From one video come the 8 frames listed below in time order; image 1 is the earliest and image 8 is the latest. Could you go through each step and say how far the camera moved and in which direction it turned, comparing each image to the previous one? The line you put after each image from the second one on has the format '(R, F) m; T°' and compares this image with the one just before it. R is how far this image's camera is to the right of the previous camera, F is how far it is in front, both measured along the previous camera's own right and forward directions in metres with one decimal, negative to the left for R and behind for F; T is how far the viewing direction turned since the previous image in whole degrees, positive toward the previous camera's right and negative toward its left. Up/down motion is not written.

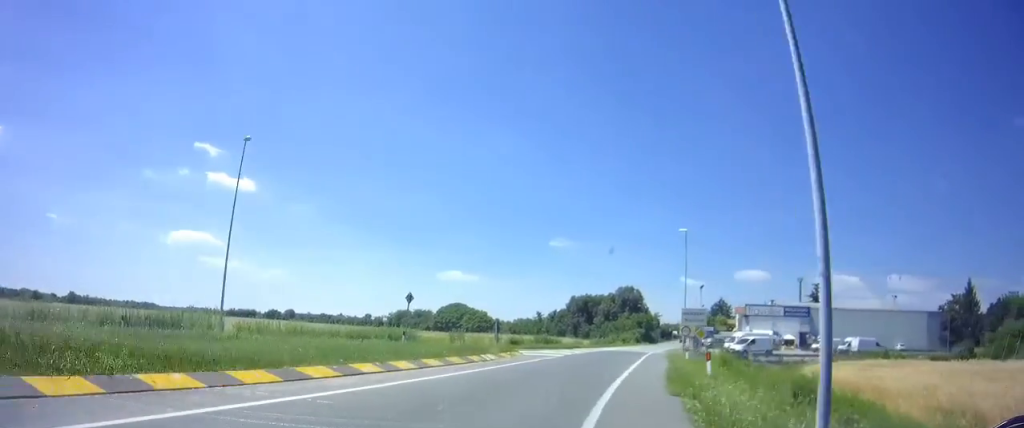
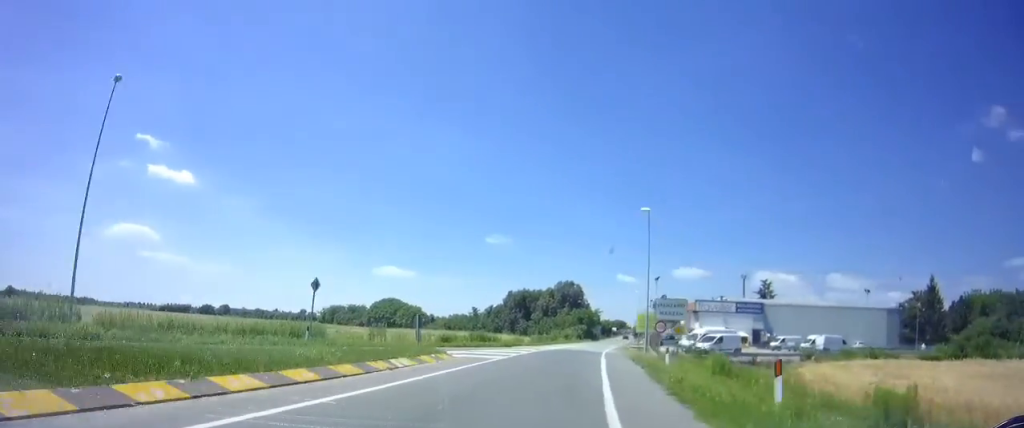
(0.0, +6.6) m; +6°
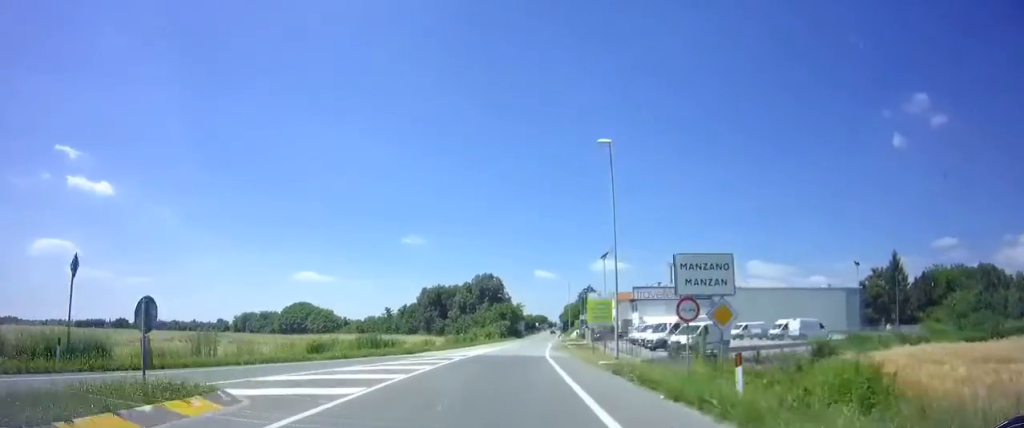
(+1.5, +12.9) m; +8°
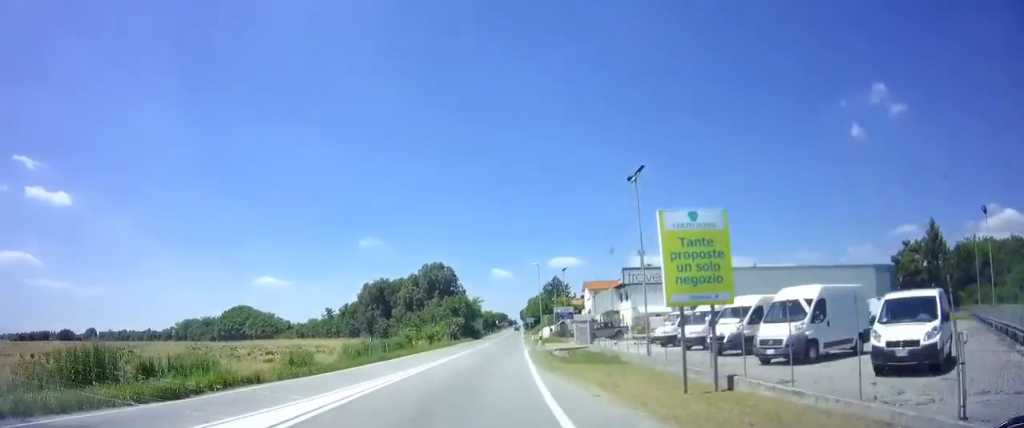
(+1.2, +21.2) m; +5°
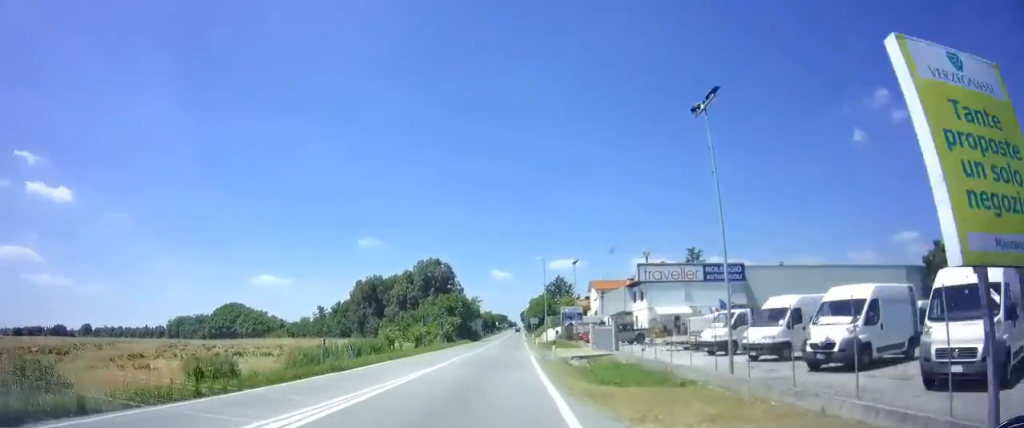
(0.0, +7.4) m; +1°
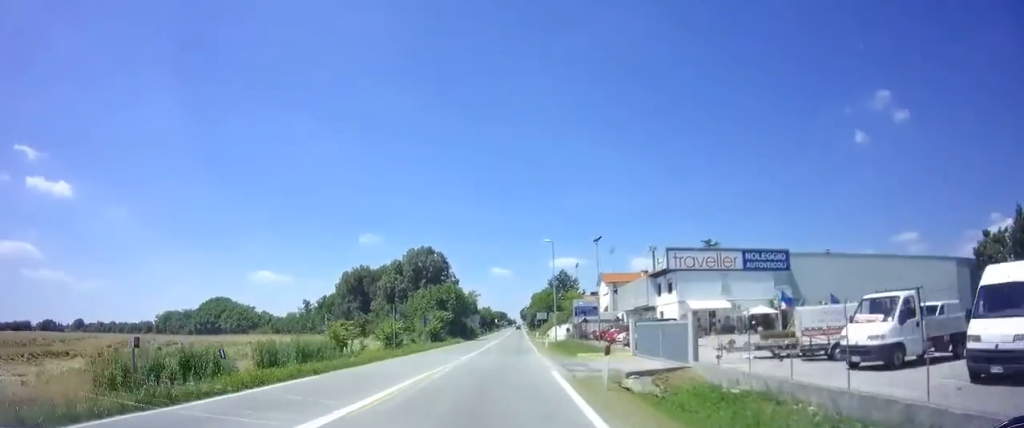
(+0.1, +10.9) m; +1°
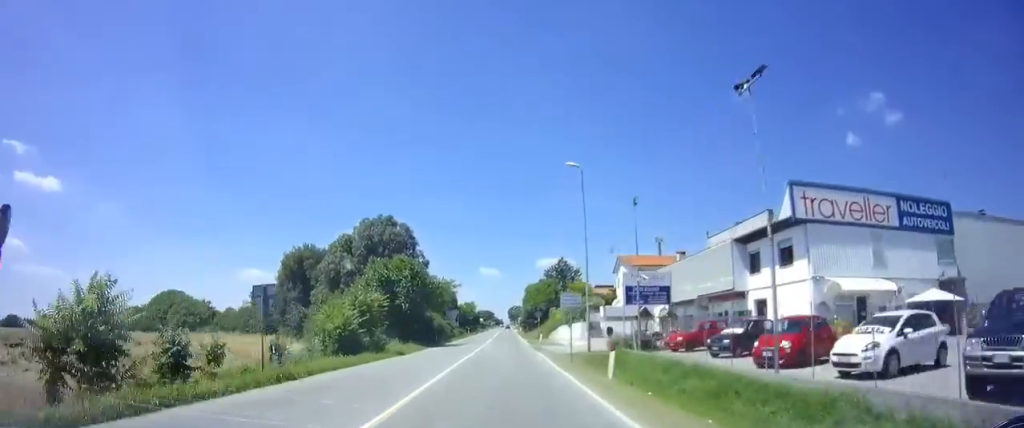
(+0.3, +25.1) m; +1°
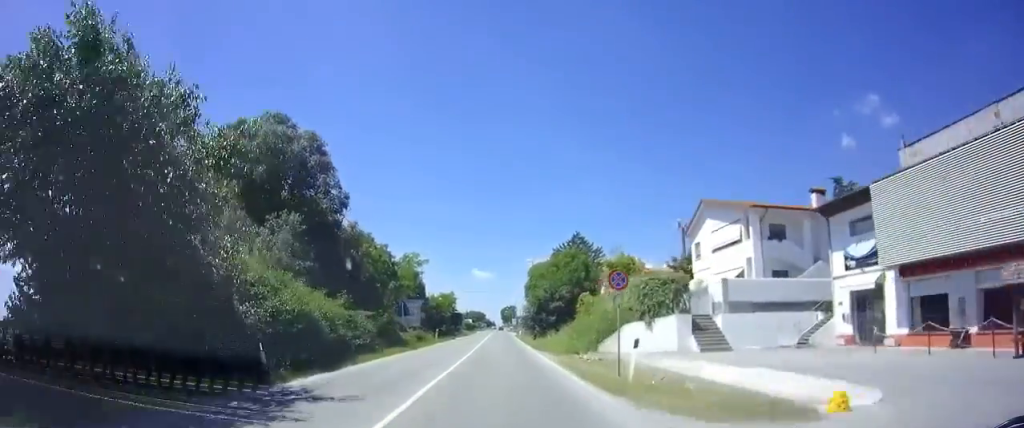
(+0.4, +34.8) m; +1°
